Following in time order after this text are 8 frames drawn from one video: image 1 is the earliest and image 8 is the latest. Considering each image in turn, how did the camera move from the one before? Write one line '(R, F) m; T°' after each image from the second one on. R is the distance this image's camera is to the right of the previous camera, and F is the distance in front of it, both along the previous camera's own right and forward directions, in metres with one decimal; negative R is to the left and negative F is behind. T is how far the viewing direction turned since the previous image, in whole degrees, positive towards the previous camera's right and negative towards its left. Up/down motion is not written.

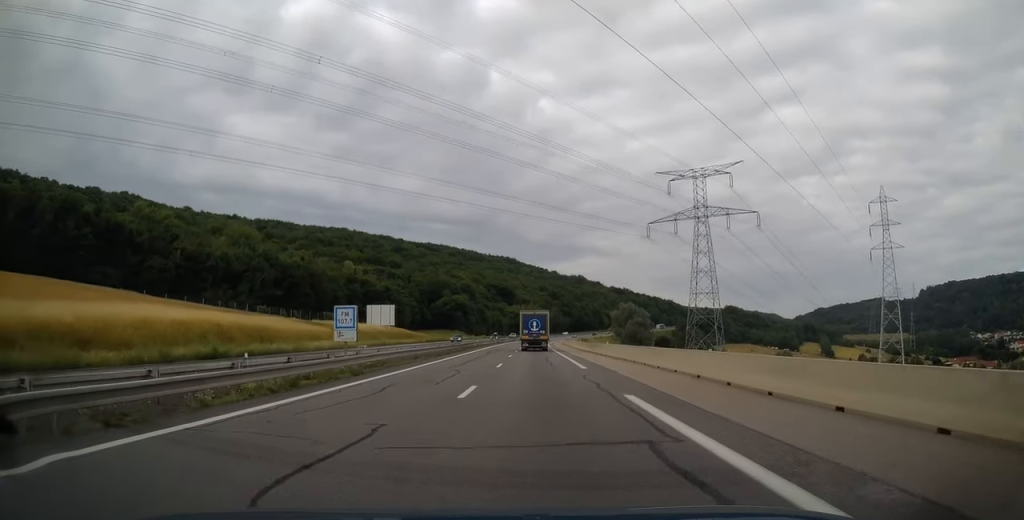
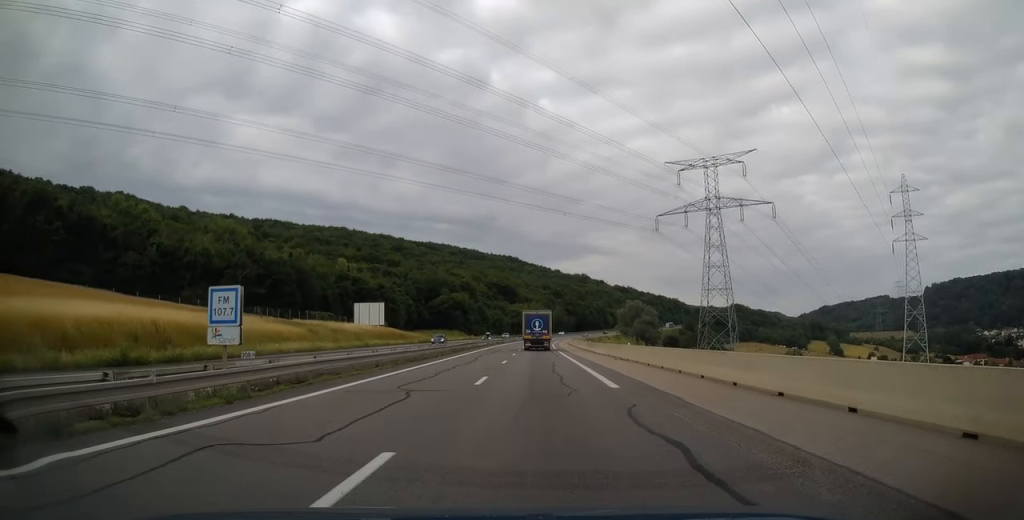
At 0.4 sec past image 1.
(0.0, +9.4) m; 0°
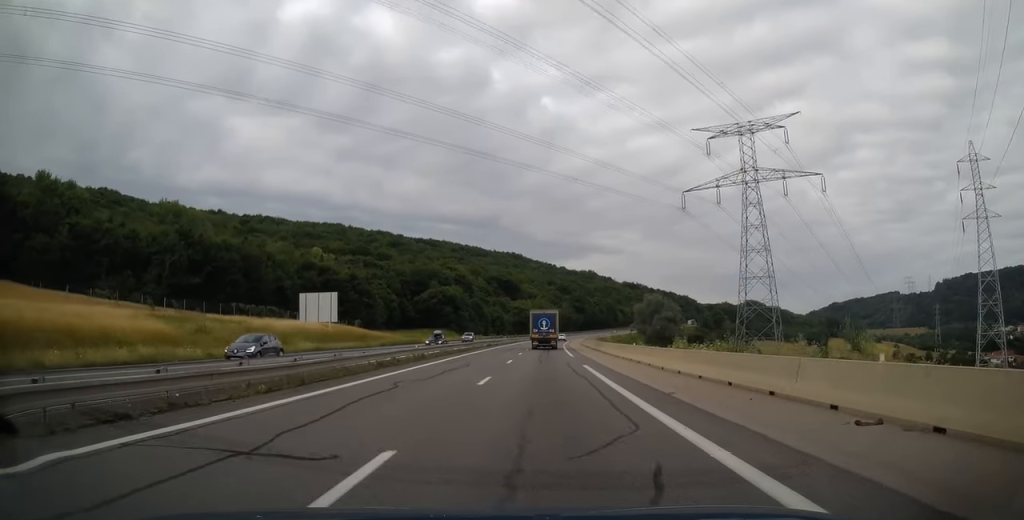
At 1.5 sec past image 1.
(-0.2, +26.1) m; -1°
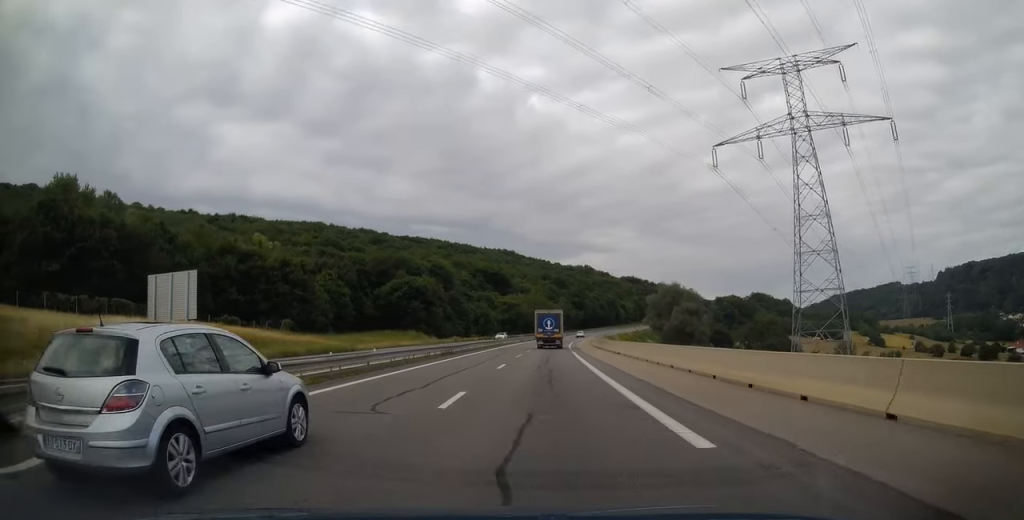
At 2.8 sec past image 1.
(-0.2, +32.0) m; 0°
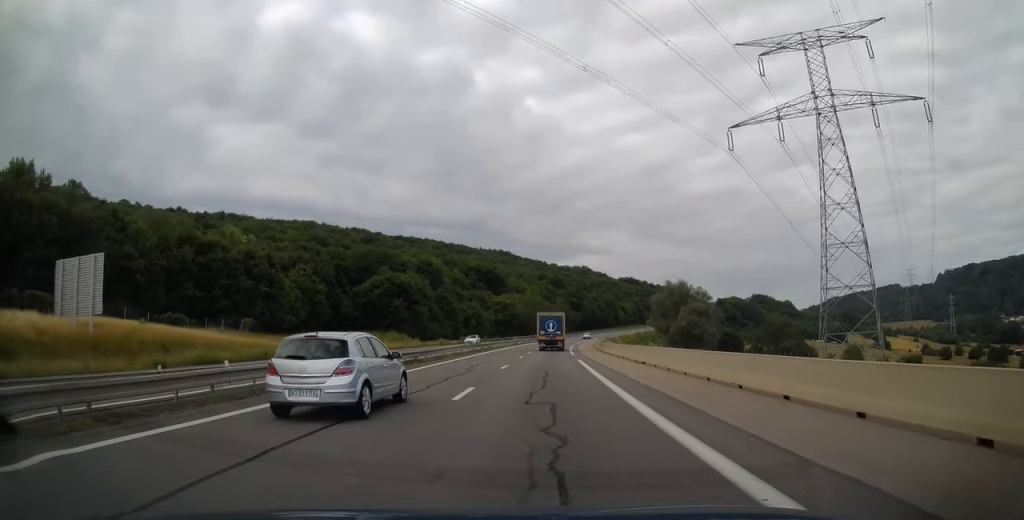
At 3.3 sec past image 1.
(+0.1, +11.3) m; 0°
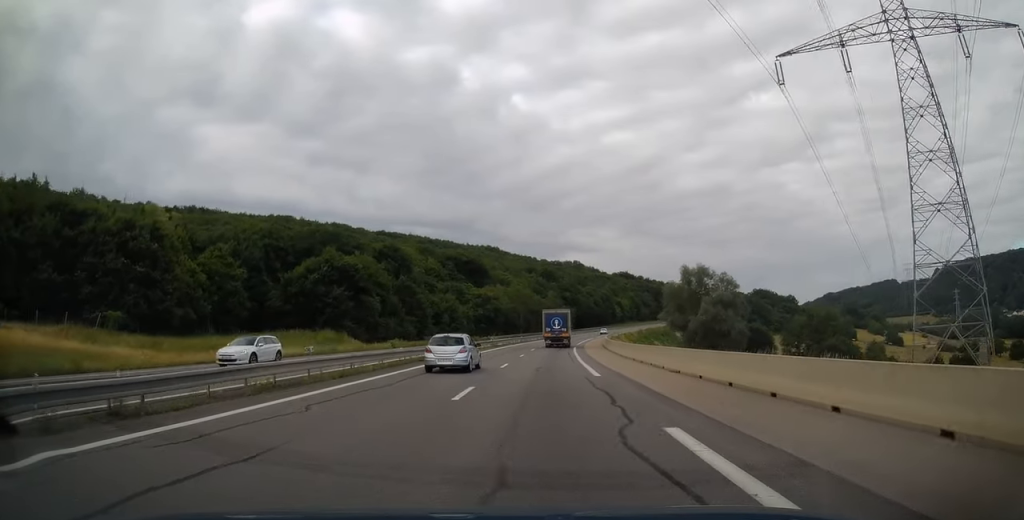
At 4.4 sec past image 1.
(+0.3, +26.2) m; +1°
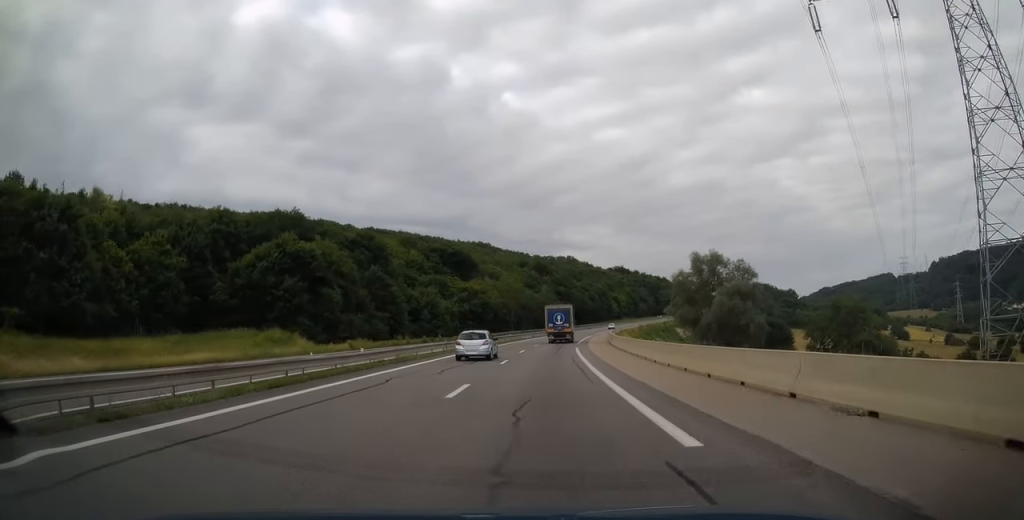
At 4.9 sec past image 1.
(+0.1, +13.3) m; 0°
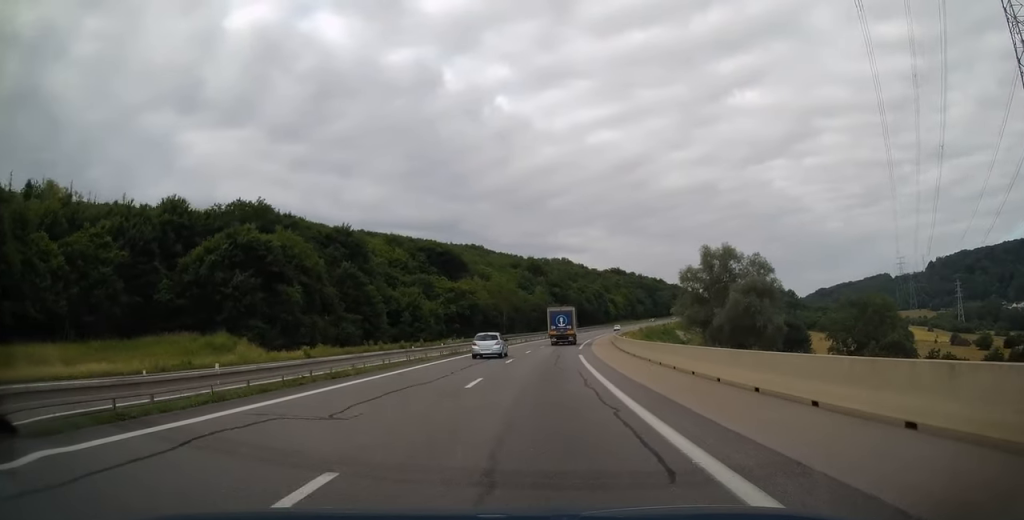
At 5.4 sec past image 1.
(0.0, +10.1) m; 0°
